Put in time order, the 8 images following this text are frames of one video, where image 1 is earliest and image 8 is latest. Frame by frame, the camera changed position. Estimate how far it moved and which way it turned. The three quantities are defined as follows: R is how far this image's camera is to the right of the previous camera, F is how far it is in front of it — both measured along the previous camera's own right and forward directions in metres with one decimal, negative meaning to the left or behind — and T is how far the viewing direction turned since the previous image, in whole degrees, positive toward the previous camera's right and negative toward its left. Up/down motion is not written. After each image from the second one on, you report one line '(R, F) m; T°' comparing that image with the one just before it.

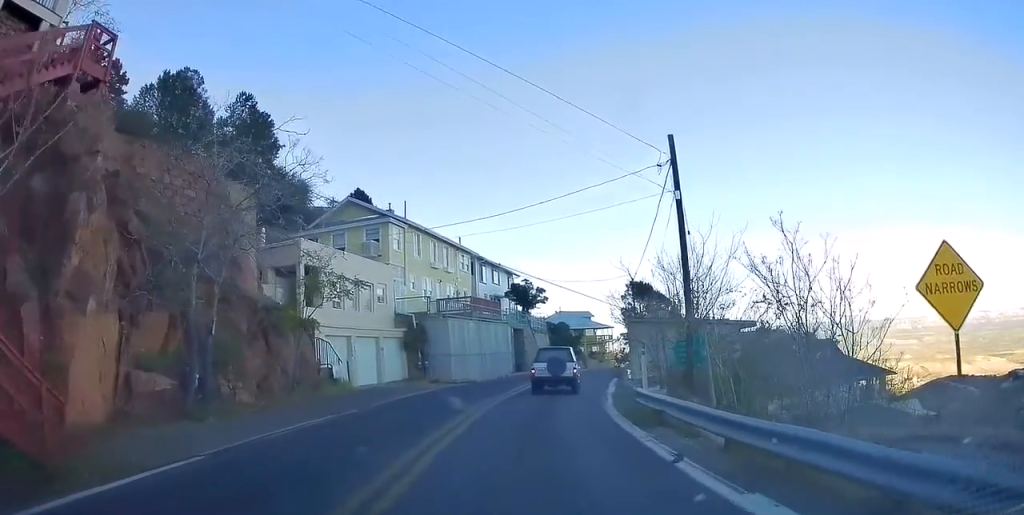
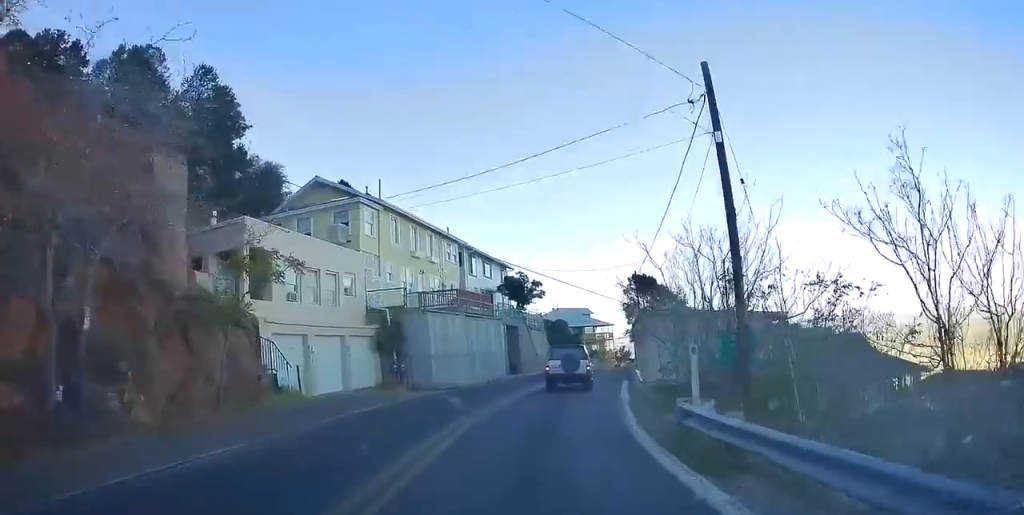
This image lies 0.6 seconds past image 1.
(0.0, +4.7) m; 0°
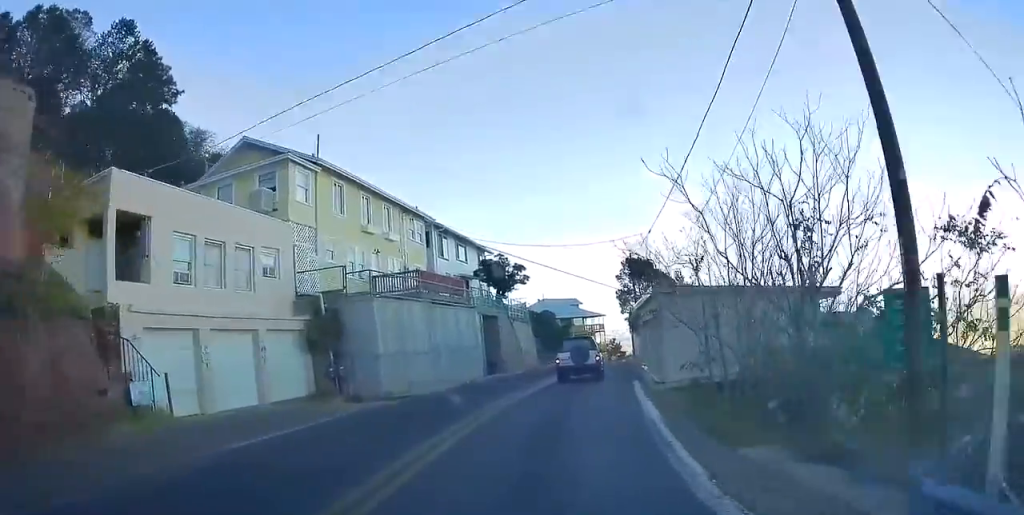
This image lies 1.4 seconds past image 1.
(0.0, +6.5) m; +5°
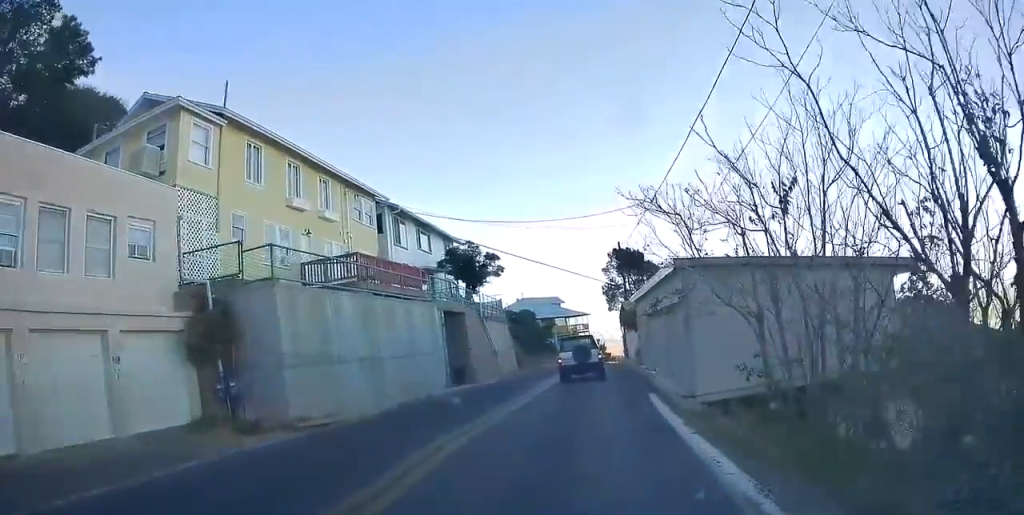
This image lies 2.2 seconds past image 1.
(+0.4, +5.9) m; +2°
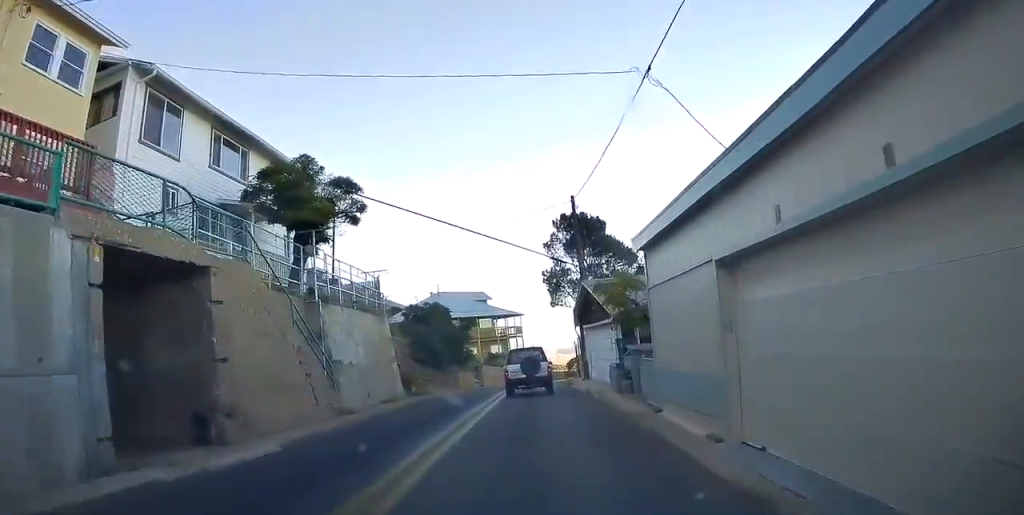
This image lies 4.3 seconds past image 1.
(+0.1, +16.5) m; +3°
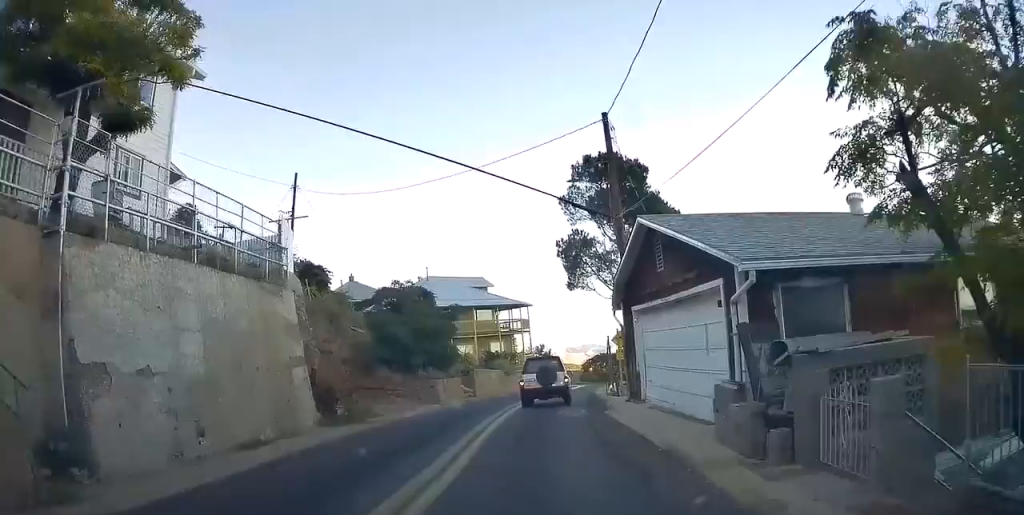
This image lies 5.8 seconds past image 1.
(+0.1, +10.5) m; +3°
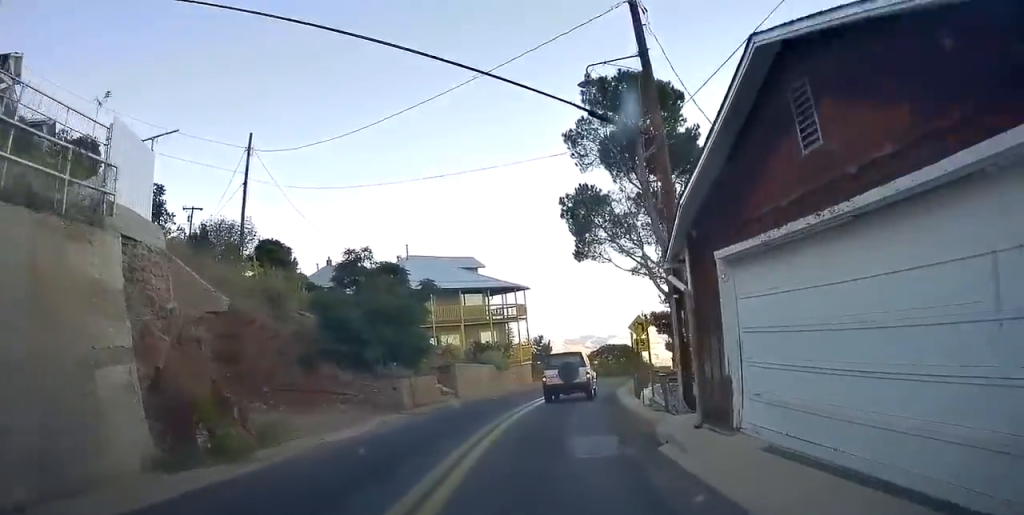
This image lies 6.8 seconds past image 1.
(+0.4, +6.5) m; +4°
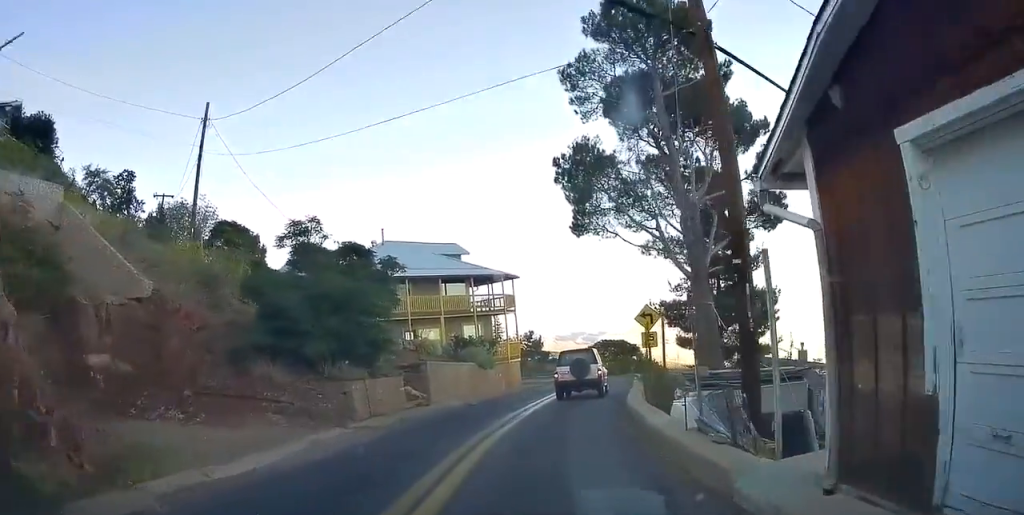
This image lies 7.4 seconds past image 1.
(+0.1, +4.2) m; -2°
